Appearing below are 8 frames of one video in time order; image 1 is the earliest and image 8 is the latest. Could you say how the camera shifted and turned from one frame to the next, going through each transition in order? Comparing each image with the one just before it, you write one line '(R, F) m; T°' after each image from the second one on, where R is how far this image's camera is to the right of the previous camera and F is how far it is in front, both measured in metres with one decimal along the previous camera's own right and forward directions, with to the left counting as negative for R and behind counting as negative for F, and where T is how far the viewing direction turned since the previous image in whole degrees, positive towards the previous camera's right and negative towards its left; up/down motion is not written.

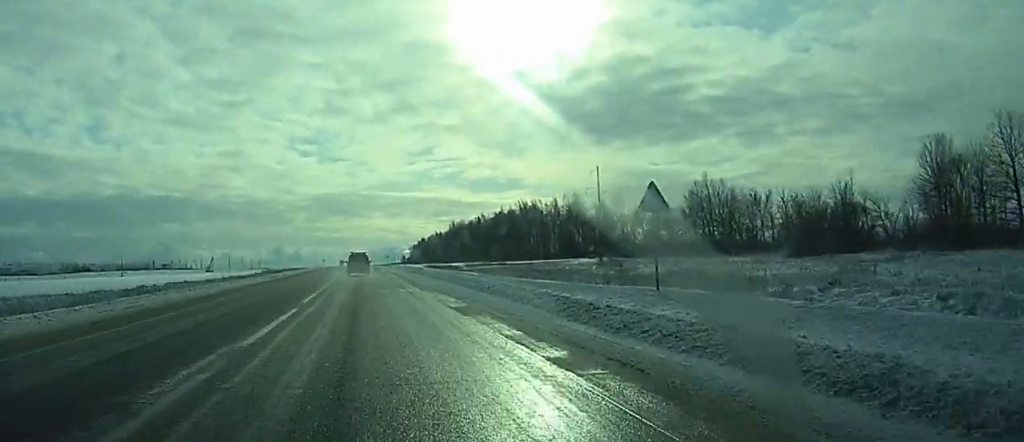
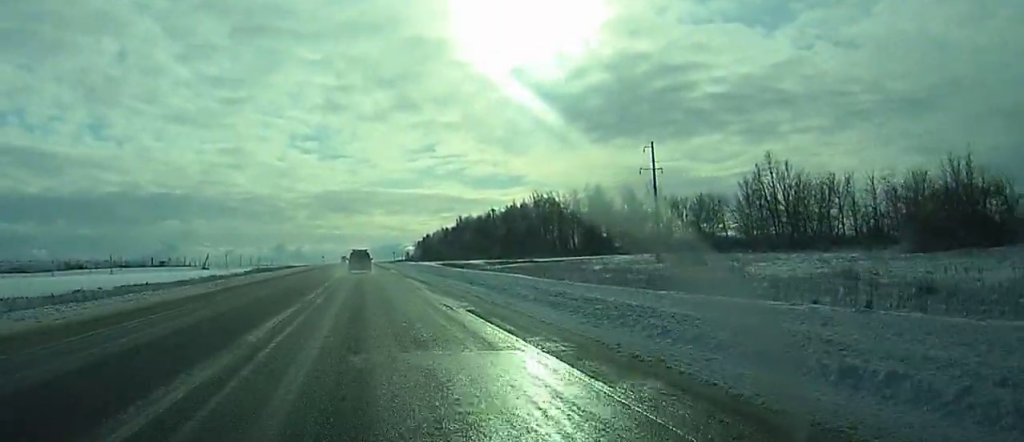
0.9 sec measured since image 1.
(+0.4, +23.1) m; 0°
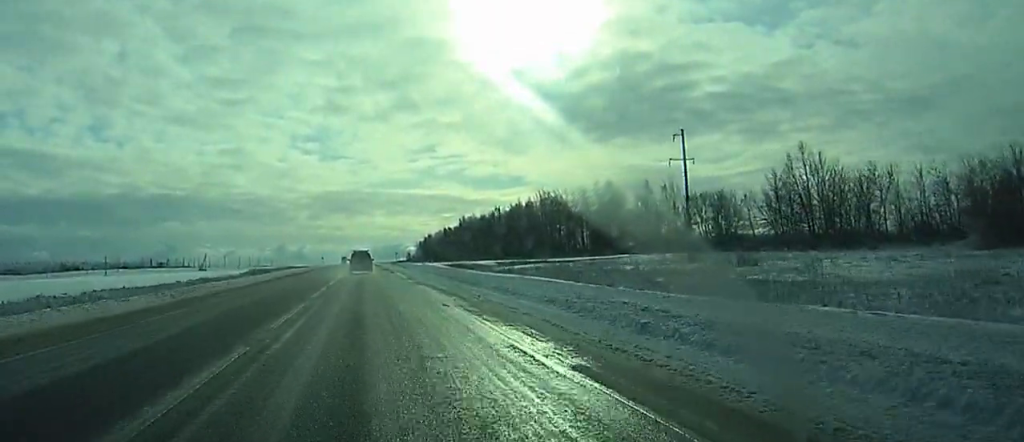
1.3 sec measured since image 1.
(-0.1, +9.8) m; 0°
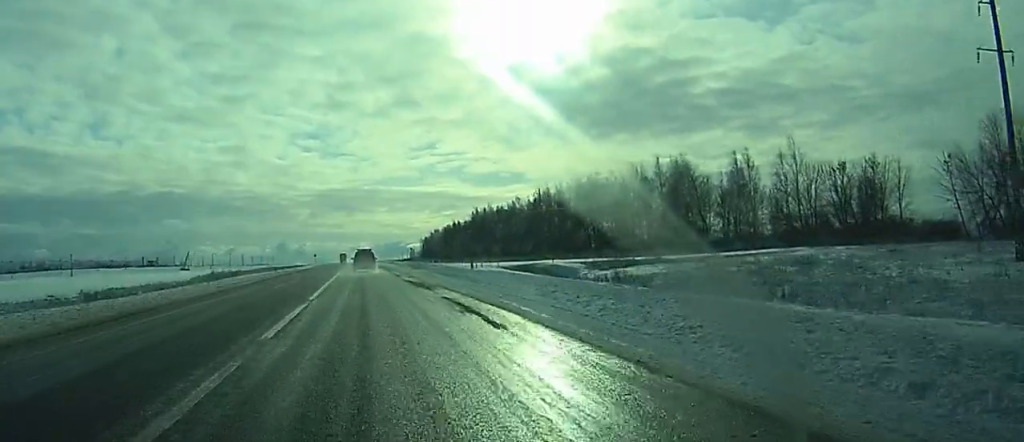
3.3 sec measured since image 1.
(+0.2, +49.1) m; 0°
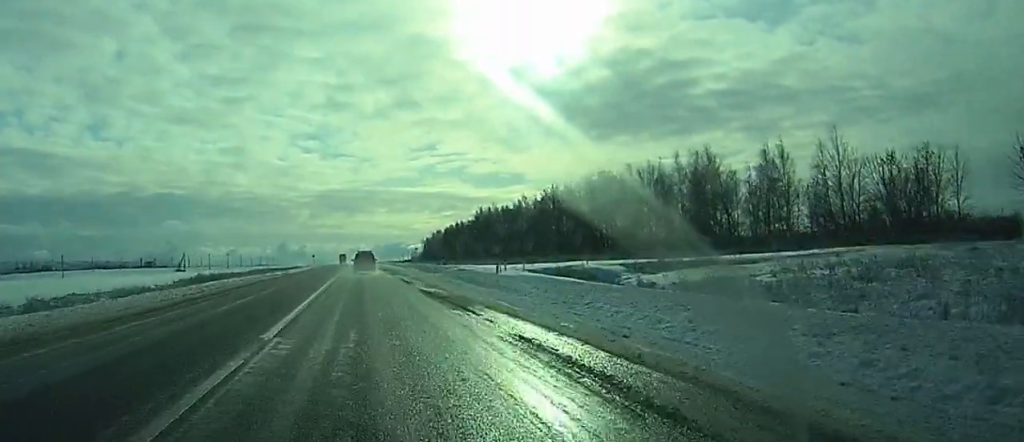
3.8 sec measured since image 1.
(0.0, +11.5) m; 0°
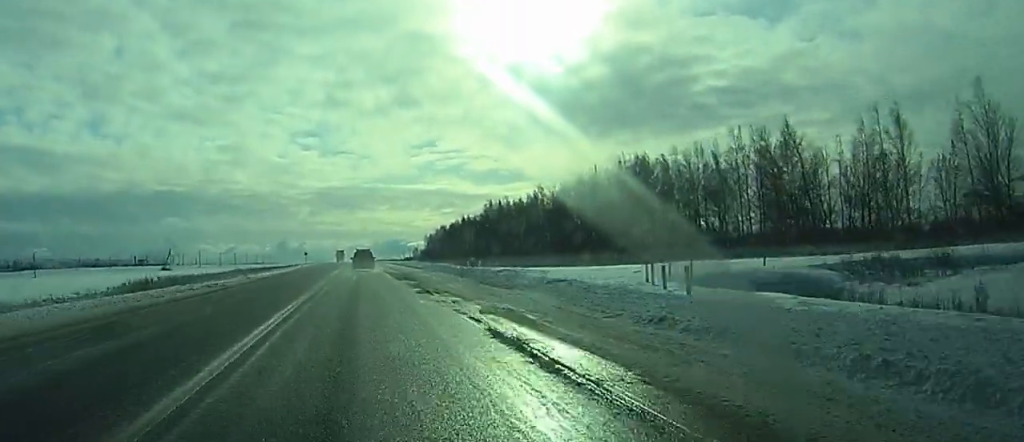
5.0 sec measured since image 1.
(-0.1, +29.8) m; 0°
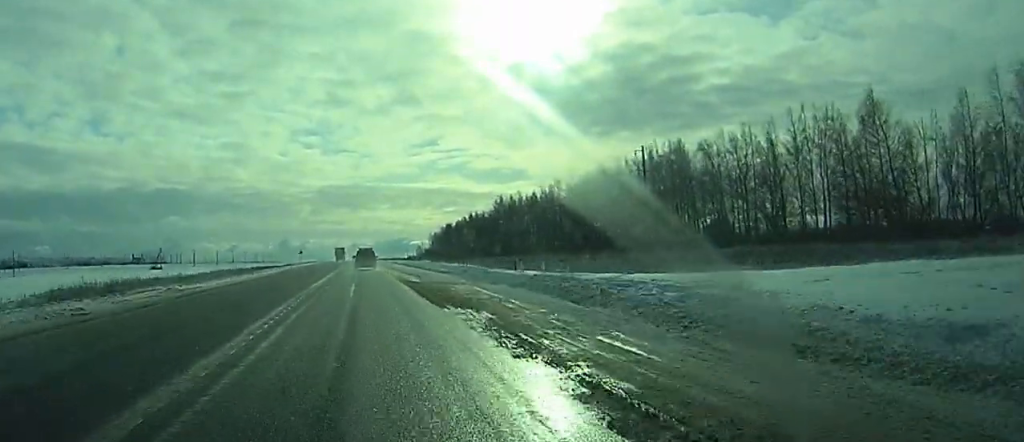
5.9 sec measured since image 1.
(0.0, +21.7) m; +1°
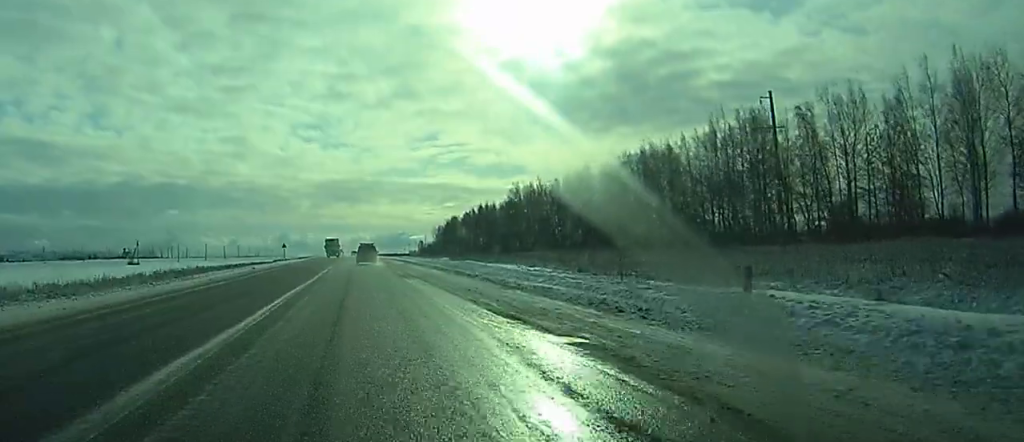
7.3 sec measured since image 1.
(+1.6, +36.2) m; +1°
